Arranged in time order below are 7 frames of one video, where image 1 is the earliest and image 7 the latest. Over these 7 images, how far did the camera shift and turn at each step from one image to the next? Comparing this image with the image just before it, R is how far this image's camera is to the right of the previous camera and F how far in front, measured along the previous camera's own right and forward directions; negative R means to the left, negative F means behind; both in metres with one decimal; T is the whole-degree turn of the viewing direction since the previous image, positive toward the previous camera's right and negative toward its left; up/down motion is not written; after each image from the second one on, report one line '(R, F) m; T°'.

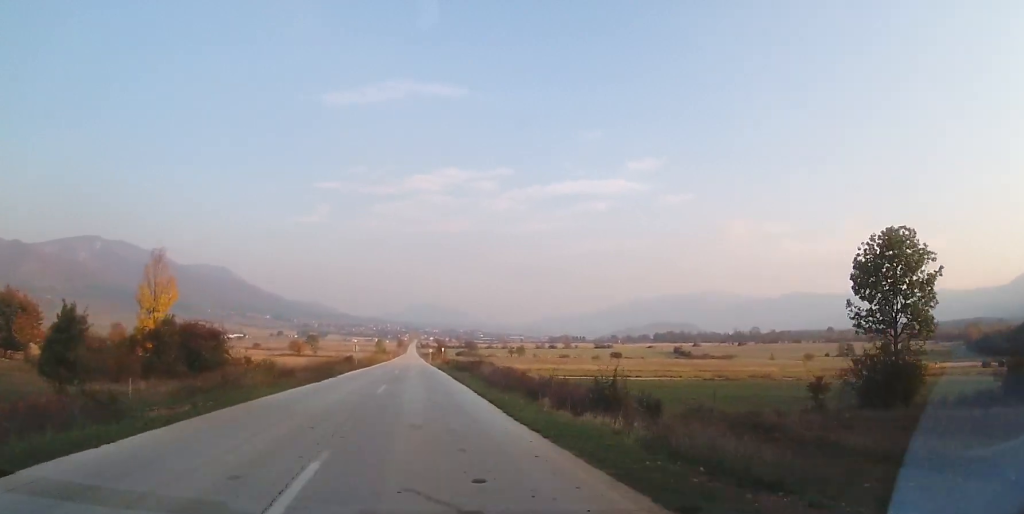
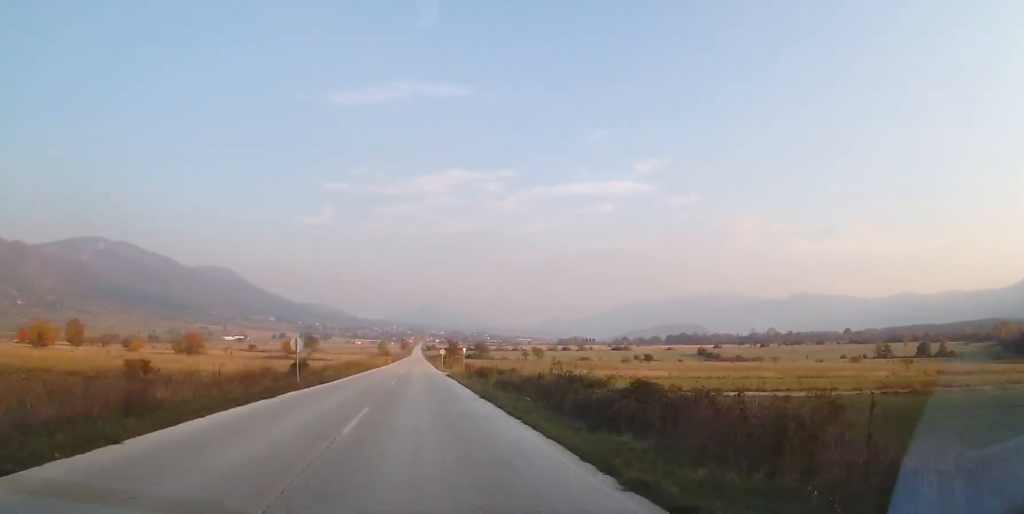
(-0.2, +29.7) m; -1°
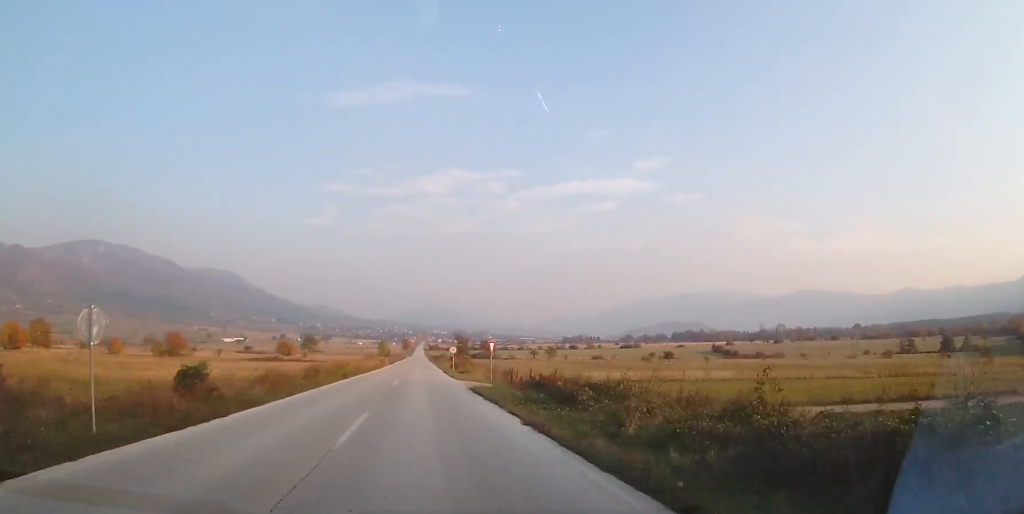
(-0.2, +18.0) m; 0°
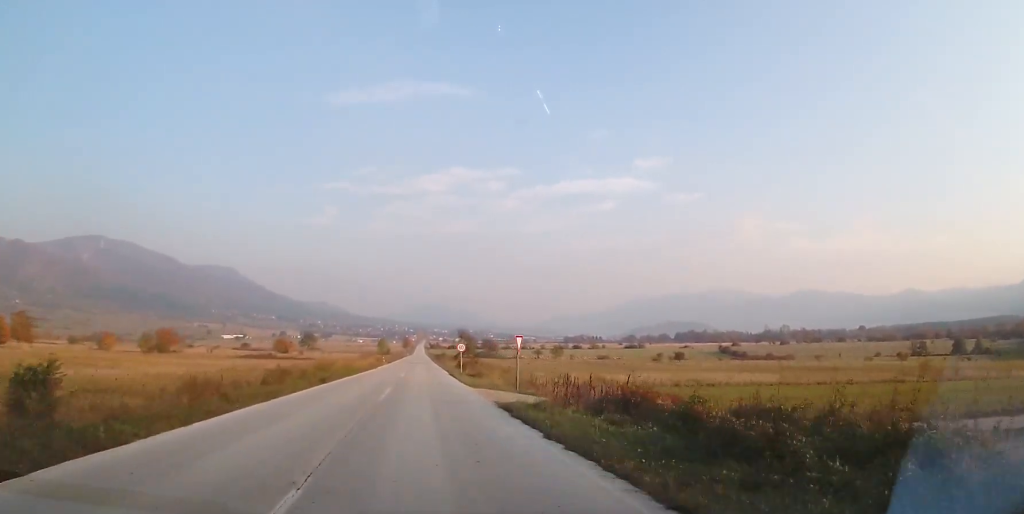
(0.0, +8.6) m; 0°
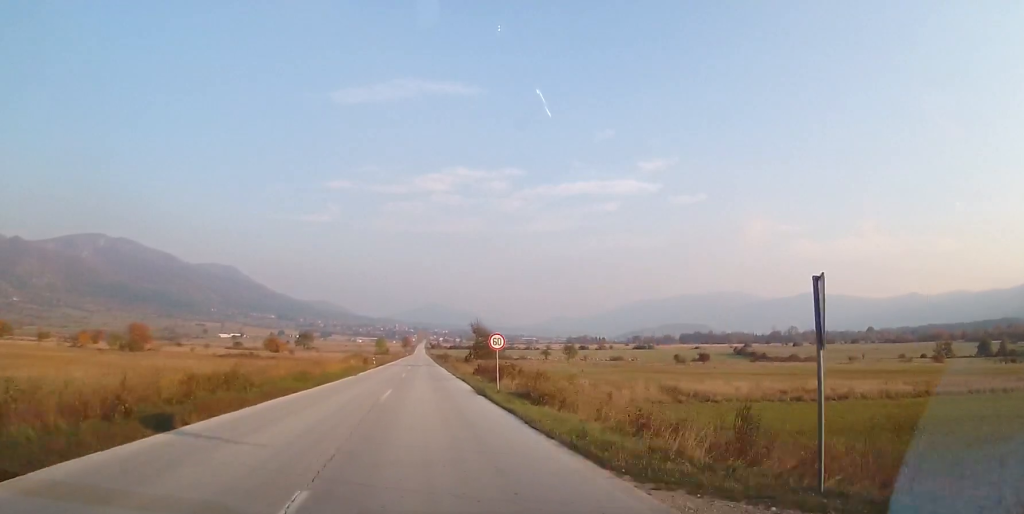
(+0.1, +18.7) m; 0°
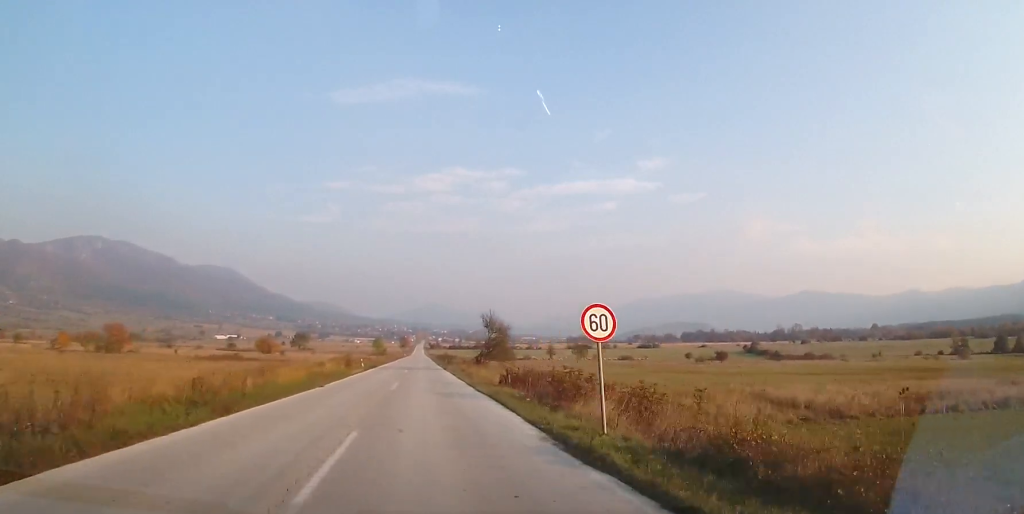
(0.0, +12.9) m; 0°
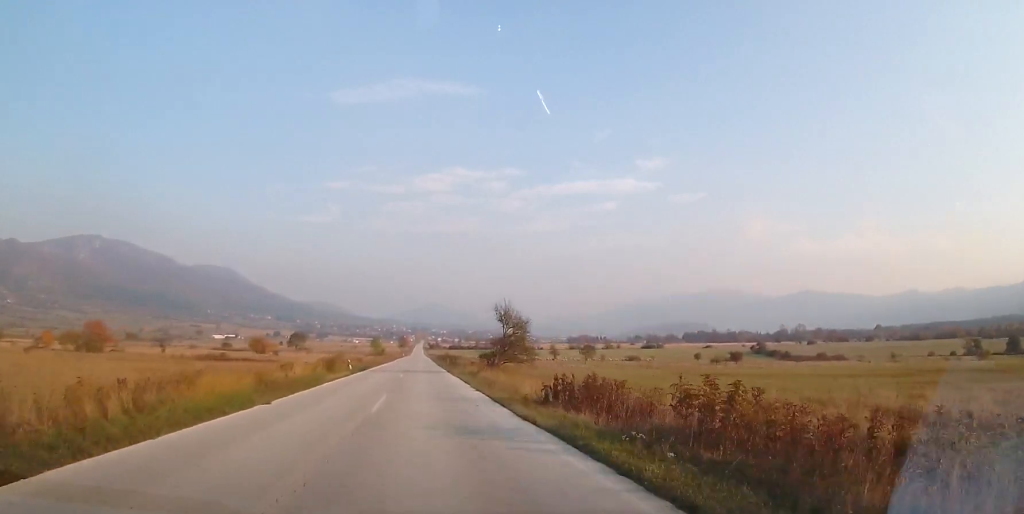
(0.0, +9.3) m; 0°
